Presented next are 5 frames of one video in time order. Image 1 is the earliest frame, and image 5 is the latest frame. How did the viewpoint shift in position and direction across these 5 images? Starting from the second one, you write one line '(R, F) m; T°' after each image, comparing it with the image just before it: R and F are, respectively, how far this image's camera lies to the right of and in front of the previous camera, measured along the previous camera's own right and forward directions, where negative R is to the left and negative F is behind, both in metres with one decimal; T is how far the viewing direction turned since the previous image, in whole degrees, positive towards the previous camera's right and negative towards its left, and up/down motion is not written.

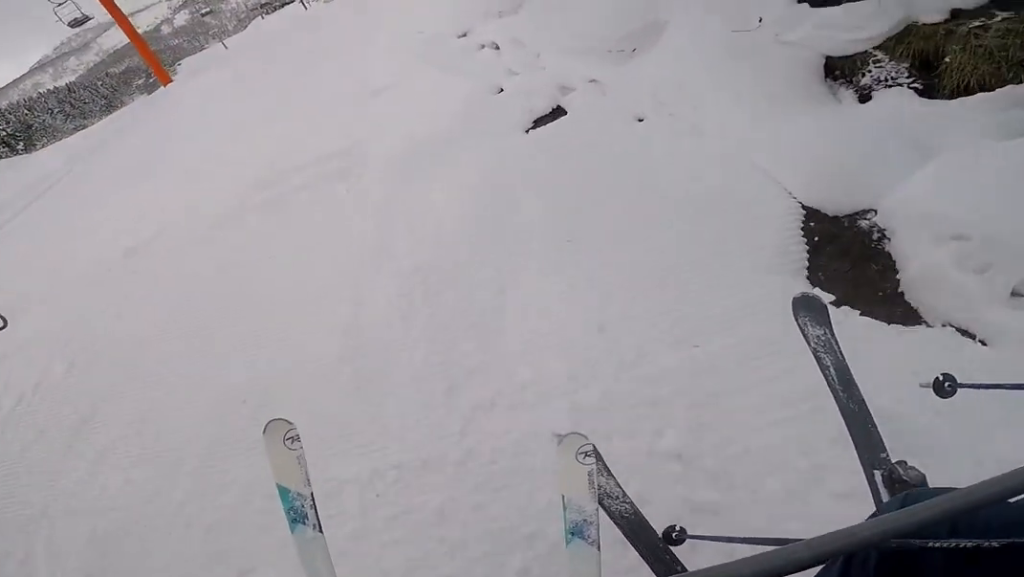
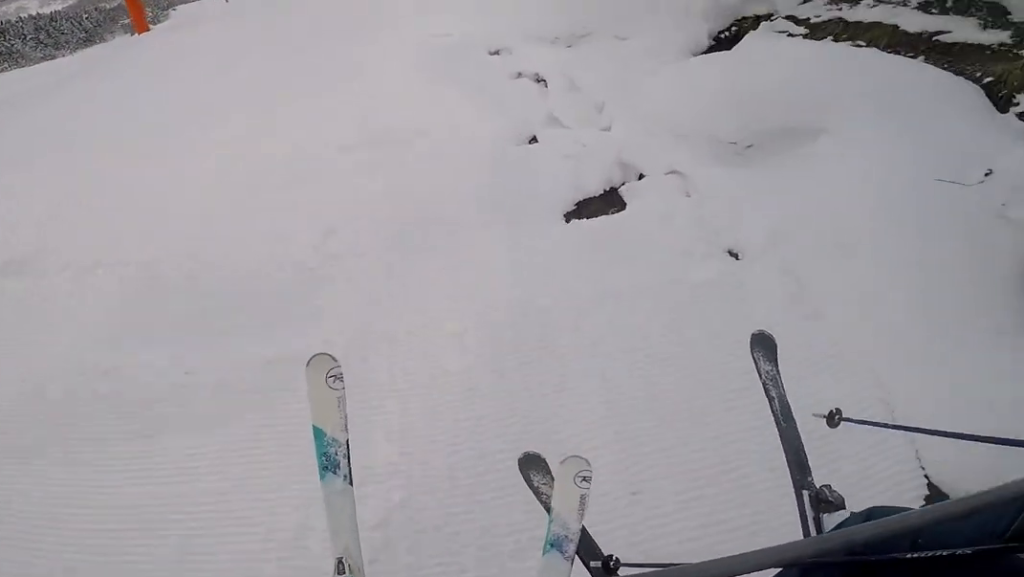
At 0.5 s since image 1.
(+0.2, +2.5) m; +3°
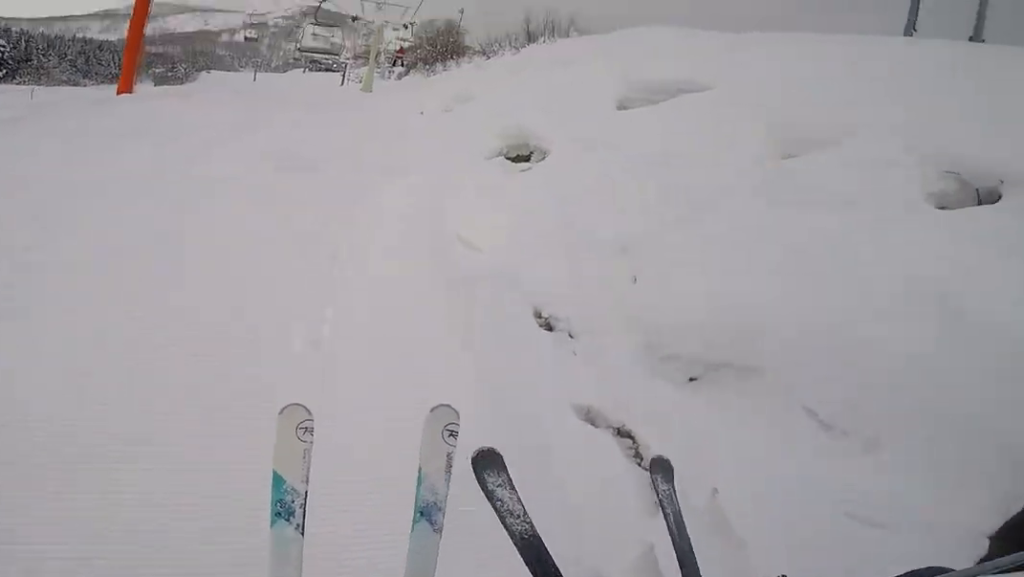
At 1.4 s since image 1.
(-0.1, +4.4) m; +5°
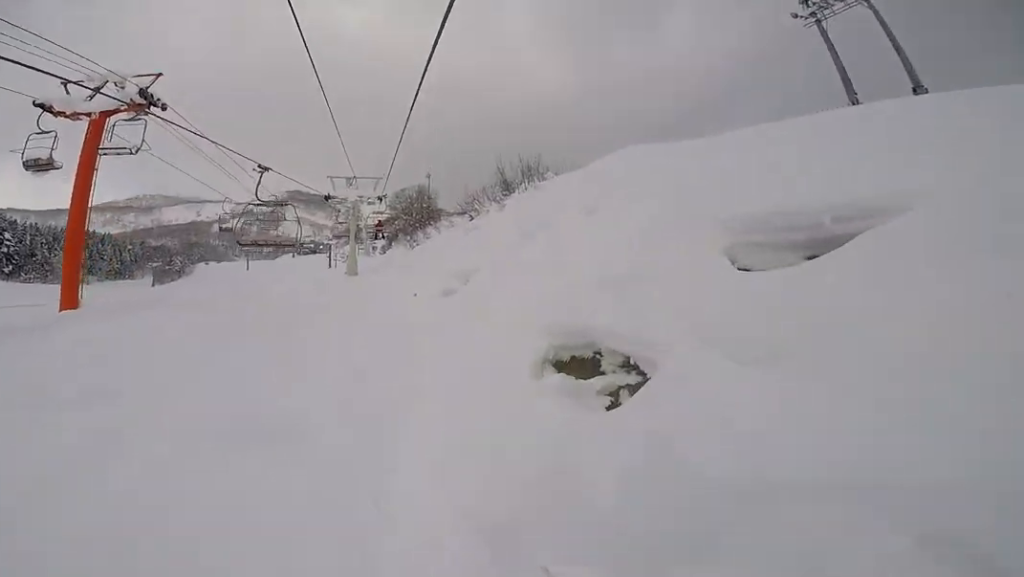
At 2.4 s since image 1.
(+0.5, +4.0) m; 0°
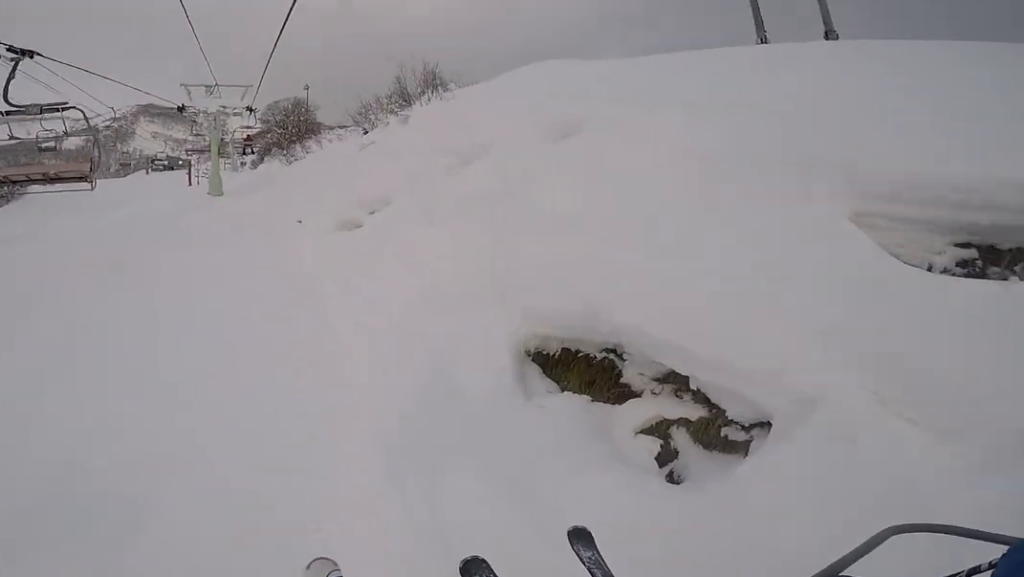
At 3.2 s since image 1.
(-0.4, +2.9) m; 0°
